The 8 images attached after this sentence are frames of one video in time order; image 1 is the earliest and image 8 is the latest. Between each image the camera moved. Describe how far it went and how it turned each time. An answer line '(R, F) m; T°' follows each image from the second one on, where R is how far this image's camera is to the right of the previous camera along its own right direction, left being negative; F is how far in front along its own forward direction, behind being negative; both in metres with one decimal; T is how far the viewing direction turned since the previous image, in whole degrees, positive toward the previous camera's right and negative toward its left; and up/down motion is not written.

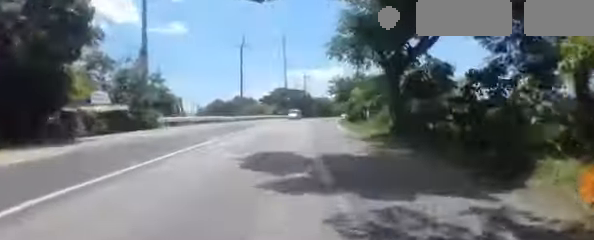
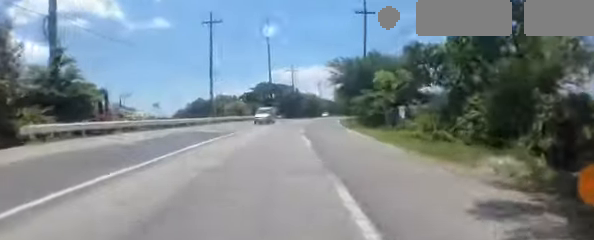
(+0.1, +15.1) m; +1°
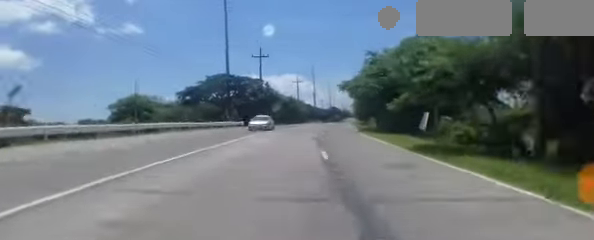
(+1.5, +33.3) m; +5°
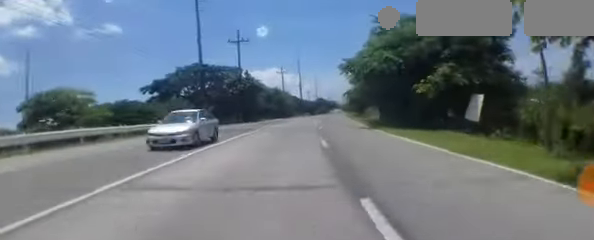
(+0.2, +8.3) m; +1°
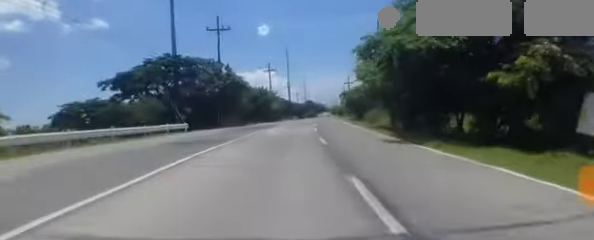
(+0.1, +8.2) m; +2°
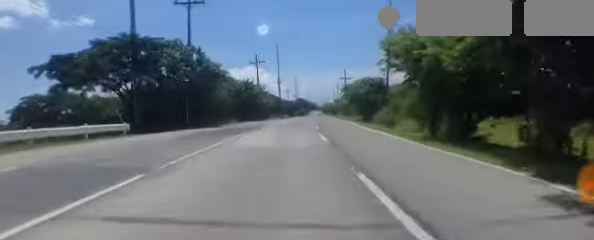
(-0.2, +9.5) m; +3°
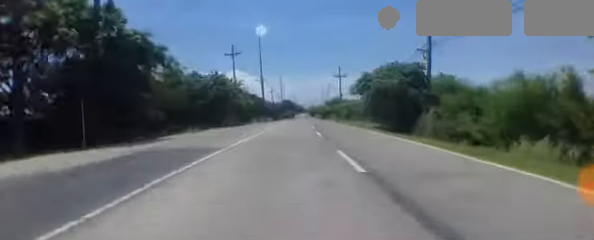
(+1.1, +14.8) m; +3°
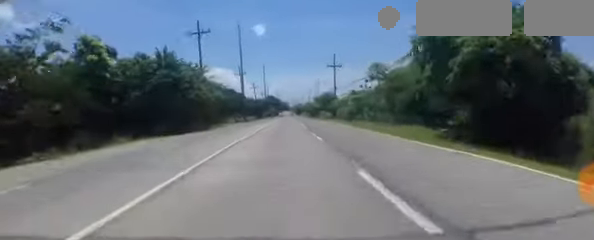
(-0.2, +13.0) m; -1°
